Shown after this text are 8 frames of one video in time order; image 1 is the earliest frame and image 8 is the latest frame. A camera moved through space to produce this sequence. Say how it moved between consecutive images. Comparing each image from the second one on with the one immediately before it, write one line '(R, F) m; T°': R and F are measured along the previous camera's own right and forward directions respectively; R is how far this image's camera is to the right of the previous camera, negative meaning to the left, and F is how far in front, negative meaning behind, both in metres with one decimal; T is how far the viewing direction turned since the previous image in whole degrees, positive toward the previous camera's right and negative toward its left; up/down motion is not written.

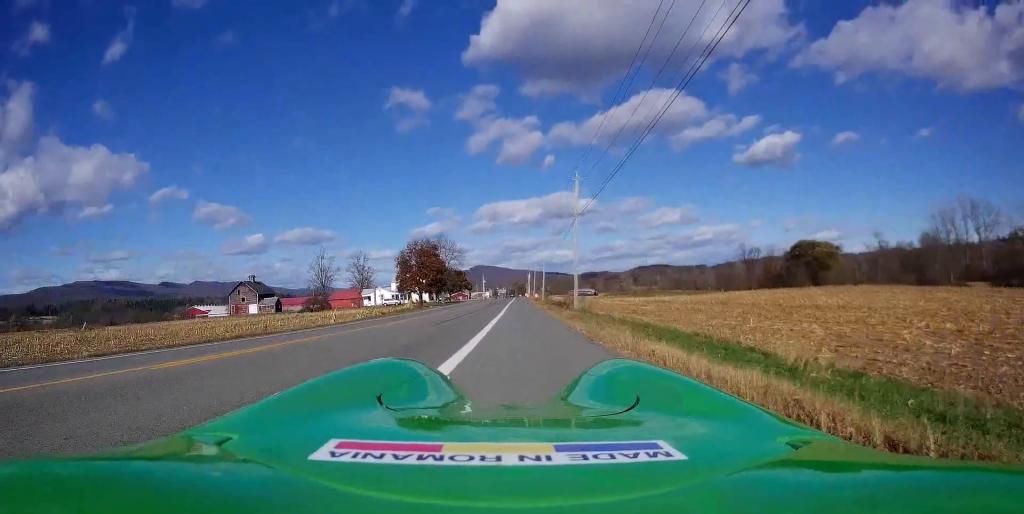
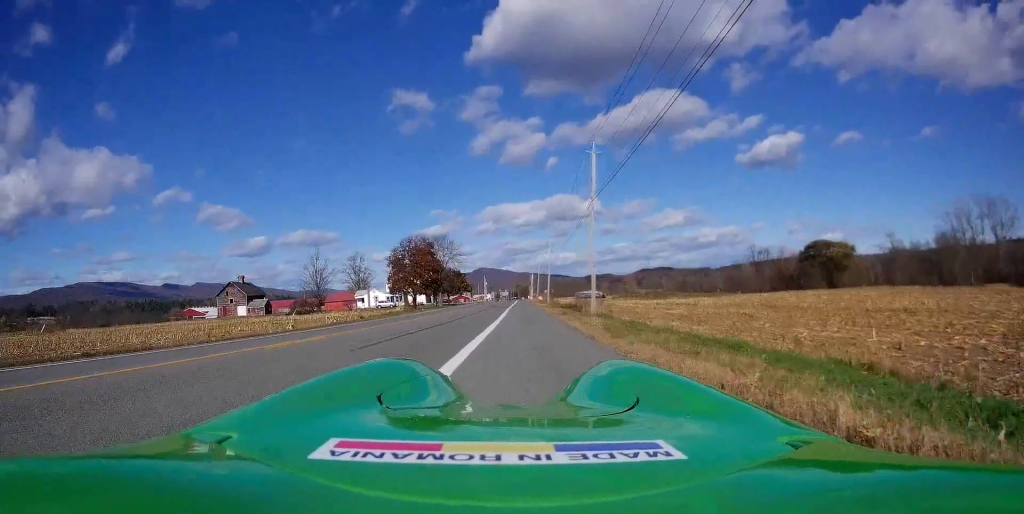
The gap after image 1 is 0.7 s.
(-0.3, +8.8) m; +1°
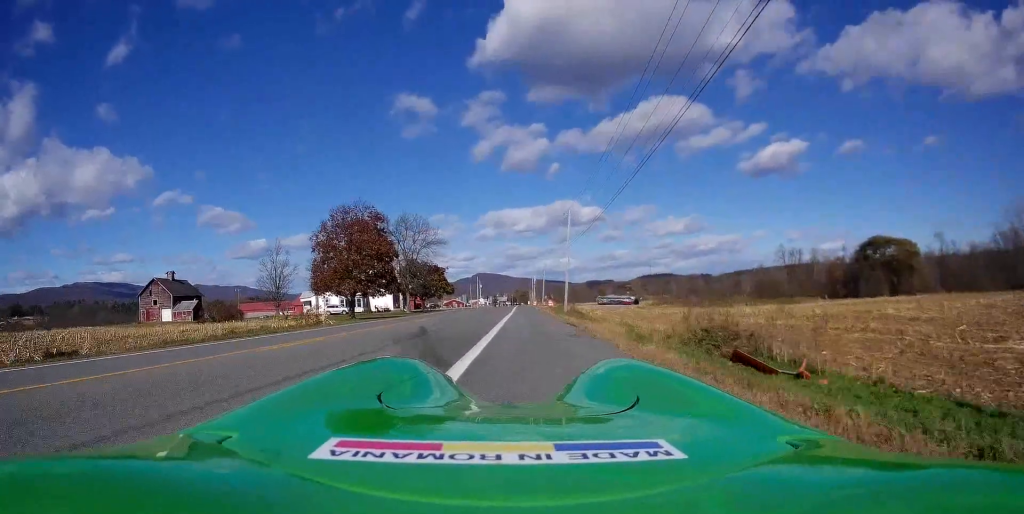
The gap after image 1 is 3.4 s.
(+0.9, +36.2) m; 0°
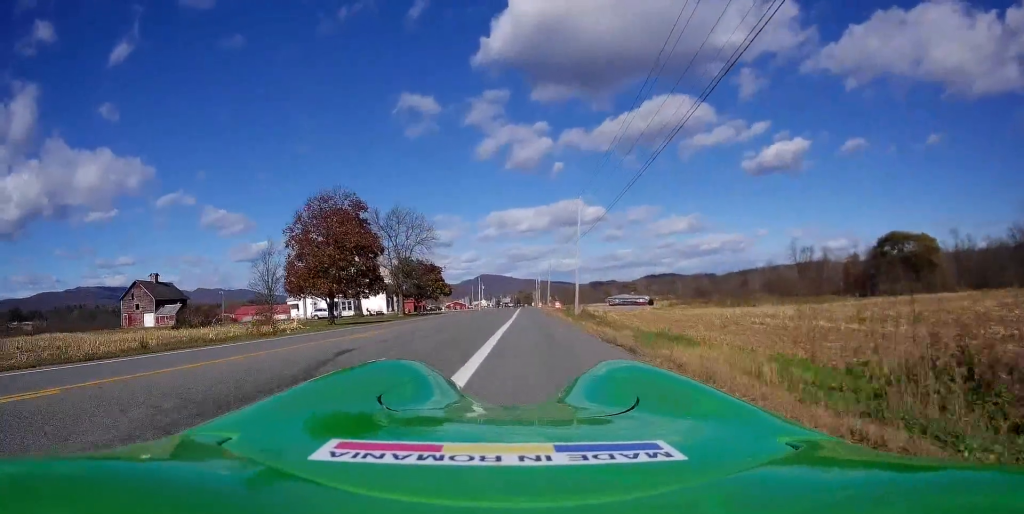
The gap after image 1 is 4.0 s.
(0.0, +8.4) m; -1°
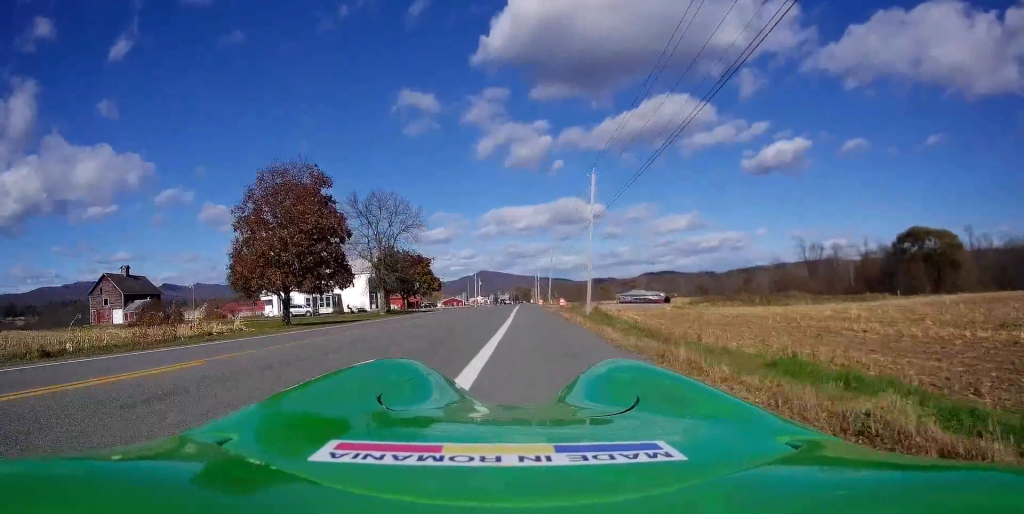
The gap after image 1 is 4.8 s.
(-0.2, +10.0) m; +1°
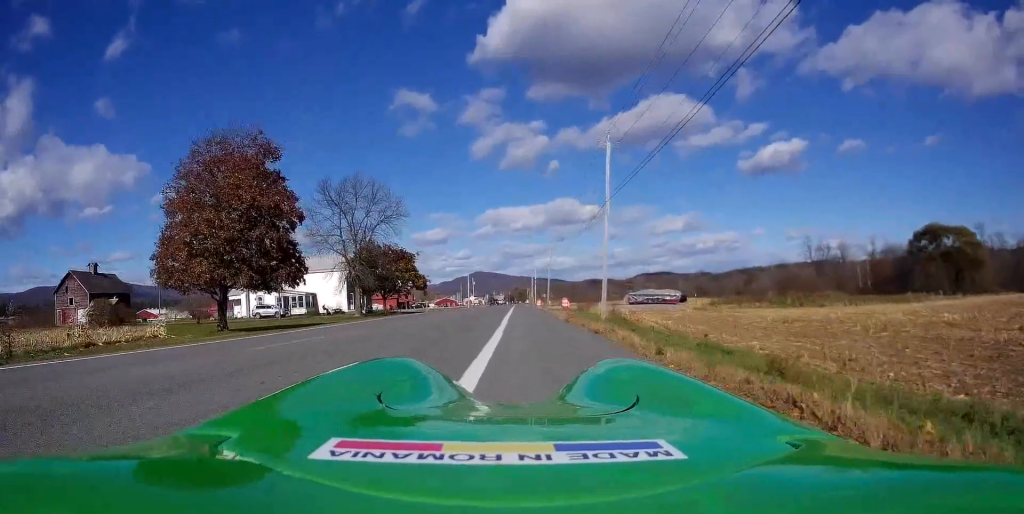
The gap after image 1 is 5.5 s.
(+0.2, +9.5) m; +1°
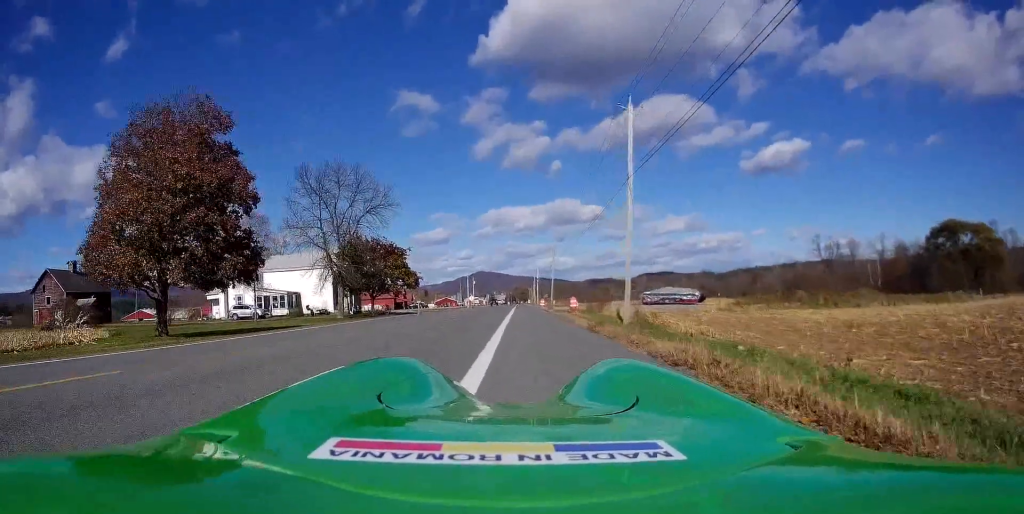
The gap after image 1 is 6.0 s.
(+0.3, +6.7) m; +1°
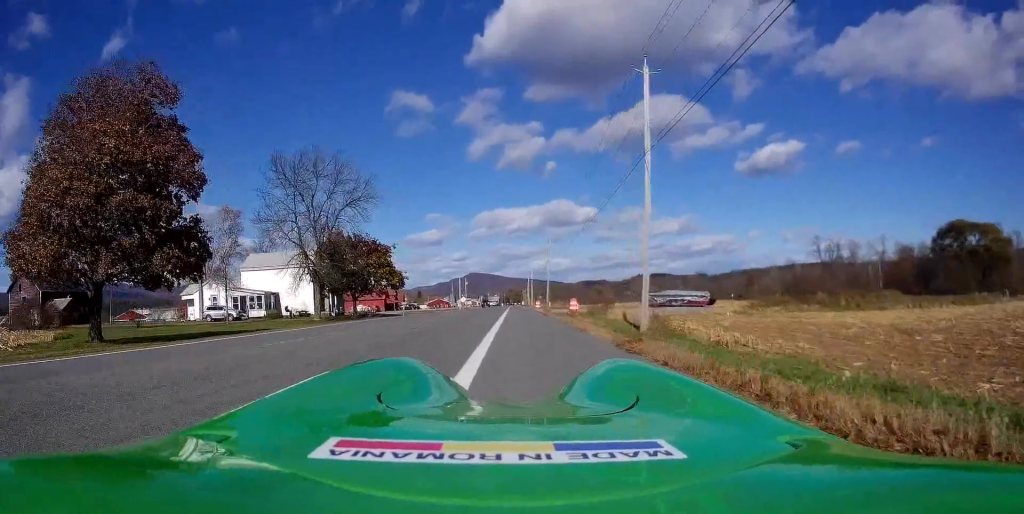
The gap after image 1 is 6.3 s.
(-0.1, +5.0) m; 0°
